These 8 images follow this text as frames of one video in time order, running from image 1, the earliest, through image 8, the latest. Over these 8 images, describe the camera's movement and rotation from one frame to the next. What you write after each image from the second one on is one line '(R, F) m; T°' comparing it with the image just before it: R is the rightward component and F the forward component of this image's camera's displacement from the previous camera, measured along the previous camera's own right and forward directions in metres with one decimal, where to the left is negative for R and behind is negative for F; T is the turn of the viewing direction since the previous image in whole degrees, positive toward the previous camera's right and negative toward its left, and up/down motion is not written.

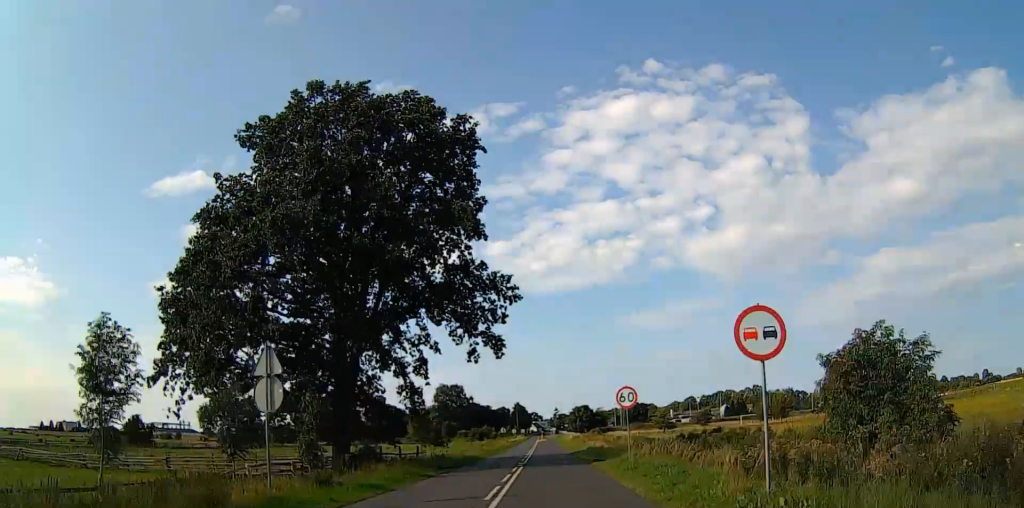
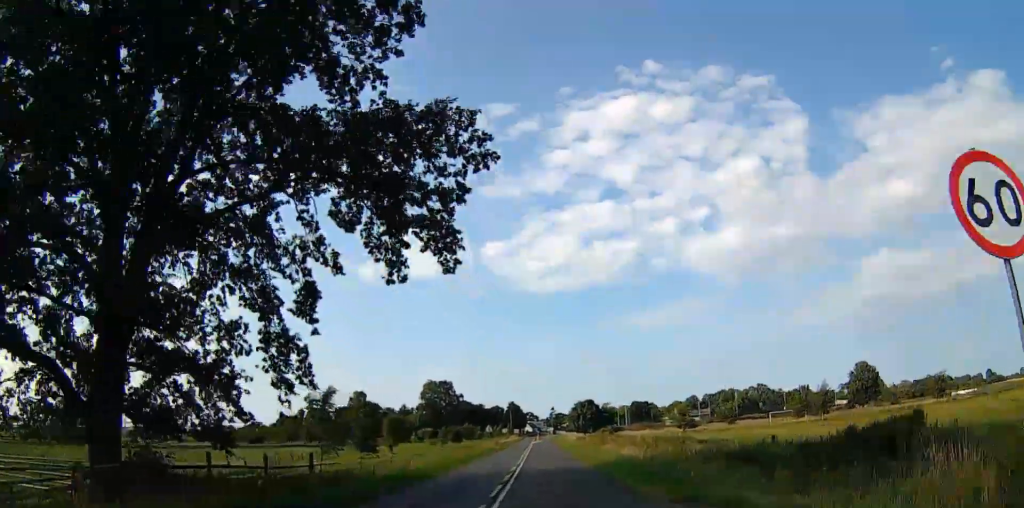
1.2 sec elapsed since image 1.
(-0.4, +21.6) m; 0°
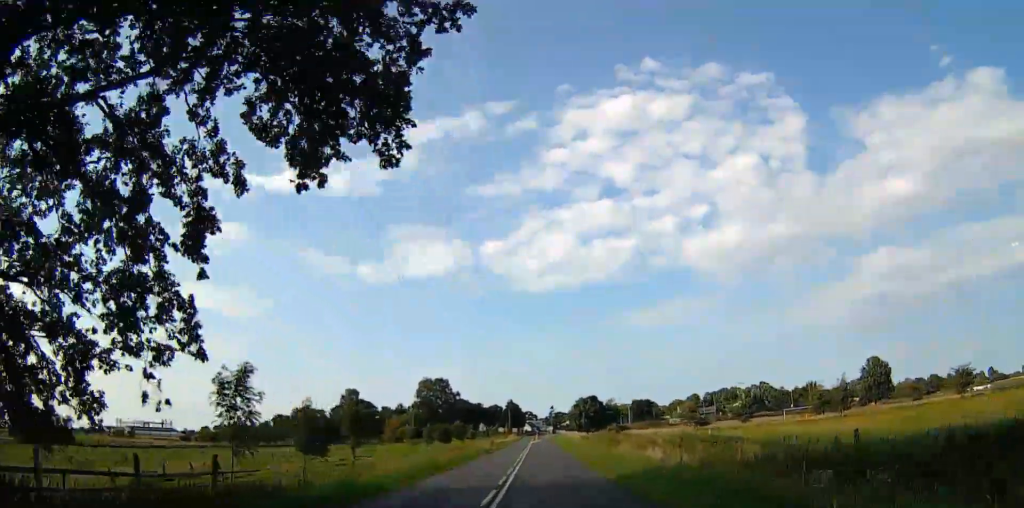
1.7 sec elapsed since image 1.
(-0.1, +8.1) m; +1°
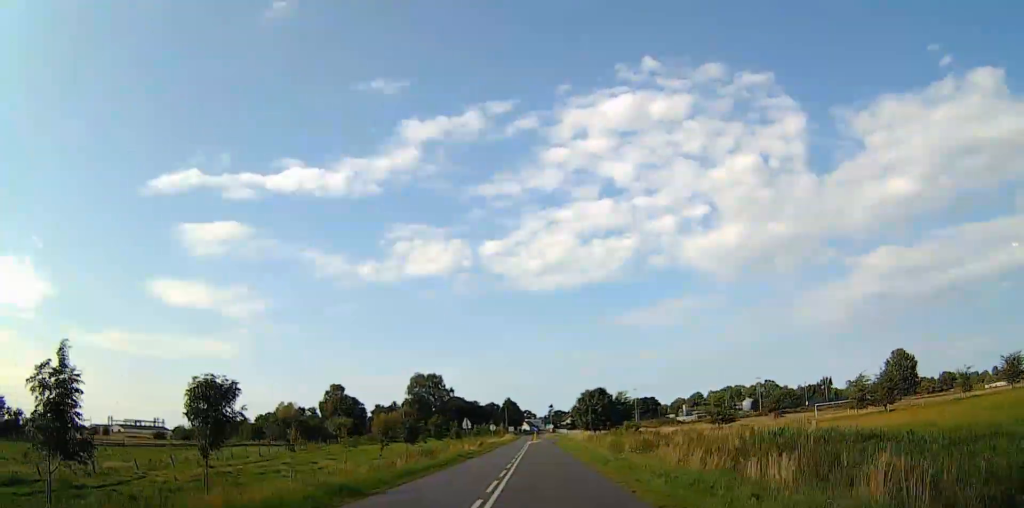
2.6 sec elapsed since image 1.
(+0.4, +14.7) m; +1°
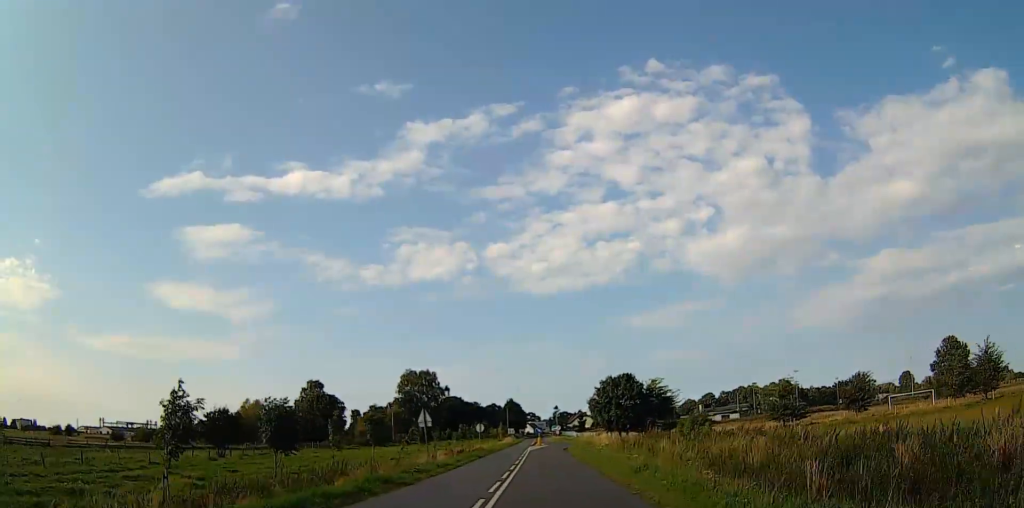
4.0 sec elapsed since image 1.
(0.0, +23.1) m; 0°
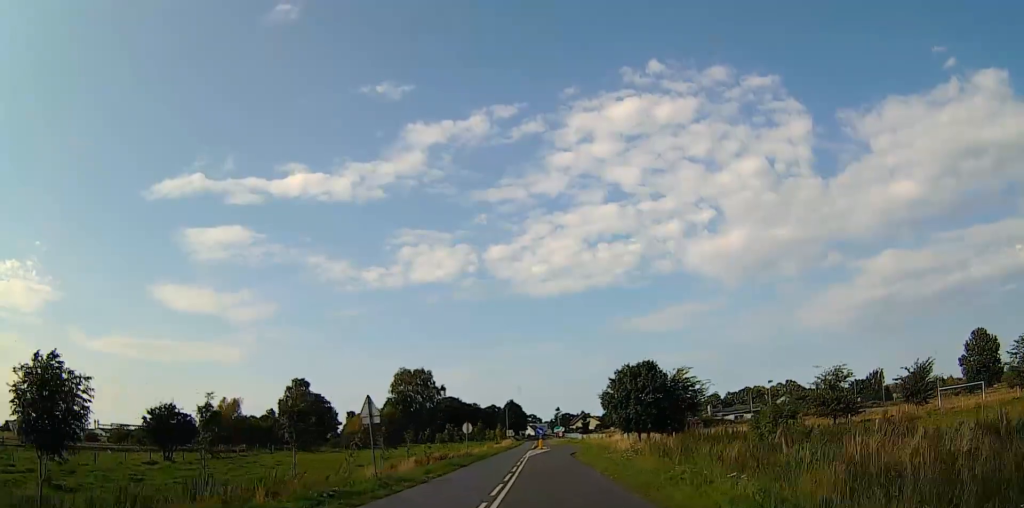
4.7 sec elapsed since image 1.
(0.0, +11.8) m; 0°
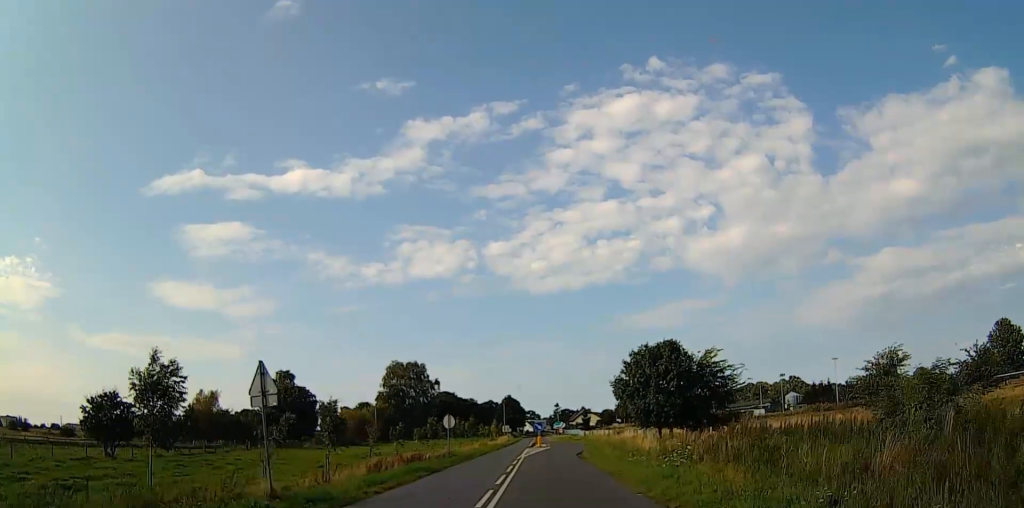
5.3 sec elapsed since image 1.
(0.0, +9.3) m; 0°
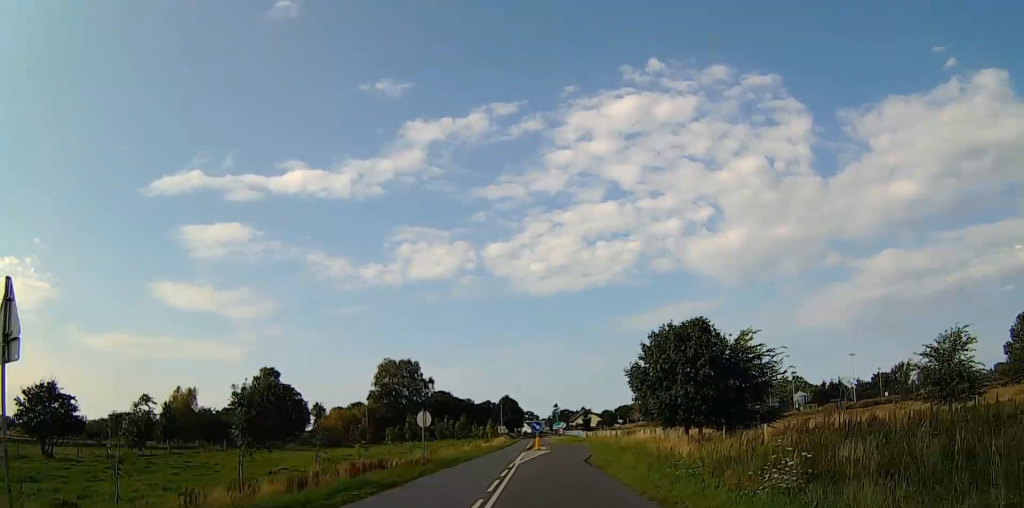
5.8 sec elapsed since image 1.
(0.0, +8.2) m; 0°
